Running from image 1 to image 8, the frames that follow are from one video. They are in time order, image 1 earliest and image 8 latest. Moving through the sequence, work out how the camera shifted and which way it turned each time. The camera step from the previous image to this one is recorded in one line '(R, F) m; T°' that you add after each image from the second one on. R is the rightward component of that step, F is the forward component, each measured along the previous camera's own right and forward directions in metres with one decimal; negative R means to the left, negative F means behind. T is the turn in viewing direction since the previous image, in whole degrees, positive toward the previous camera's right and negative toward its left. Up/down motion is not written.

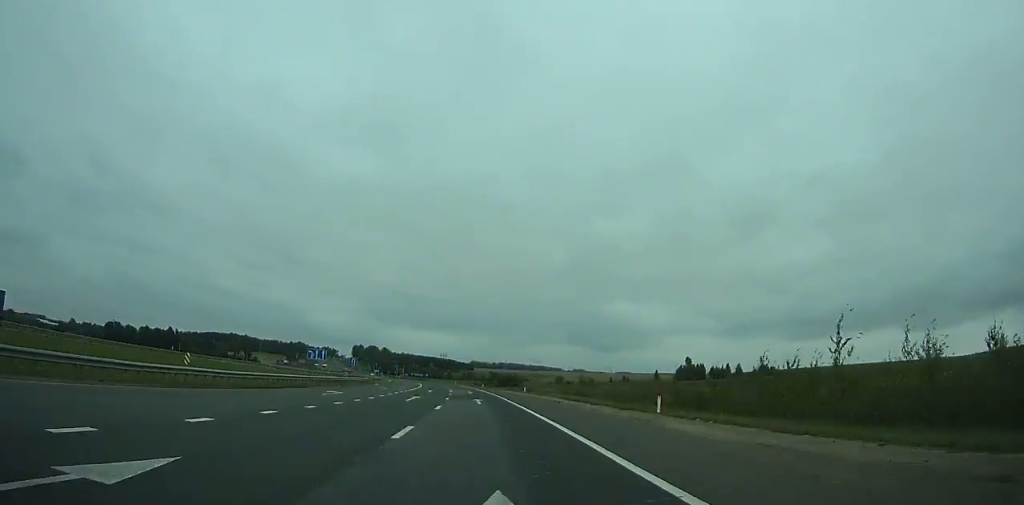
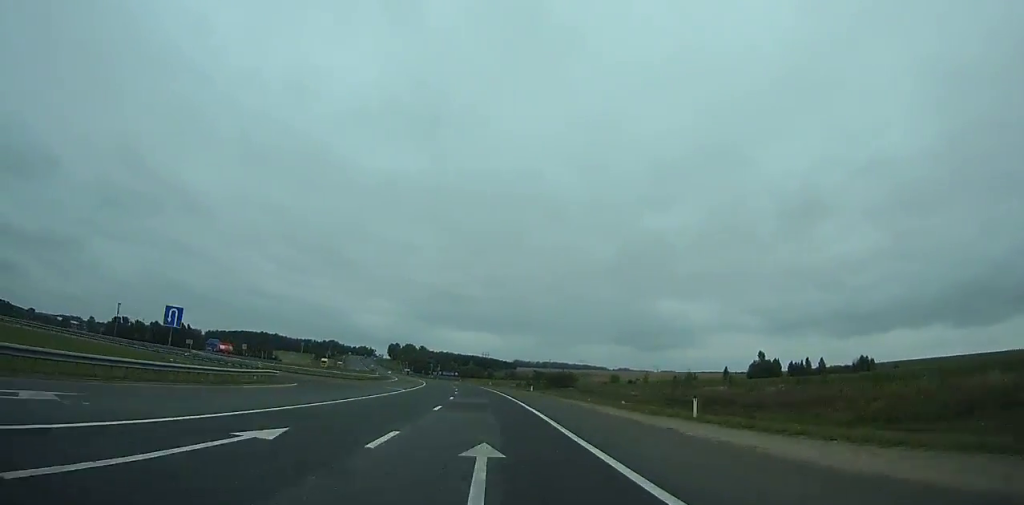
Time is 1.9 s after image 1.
(-0.8, +47.4) m; -4°
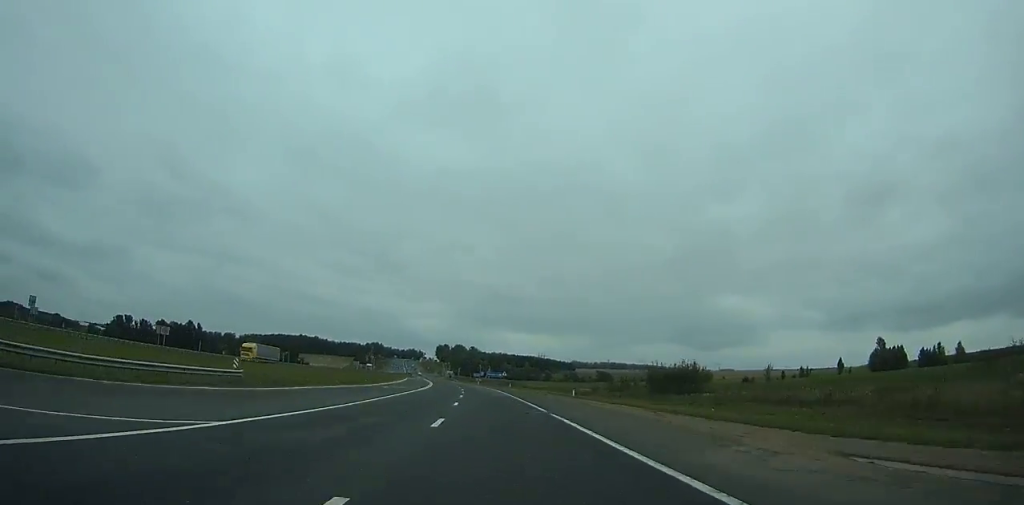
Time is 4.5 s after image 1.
(-2.7, +64.8) m; -5°
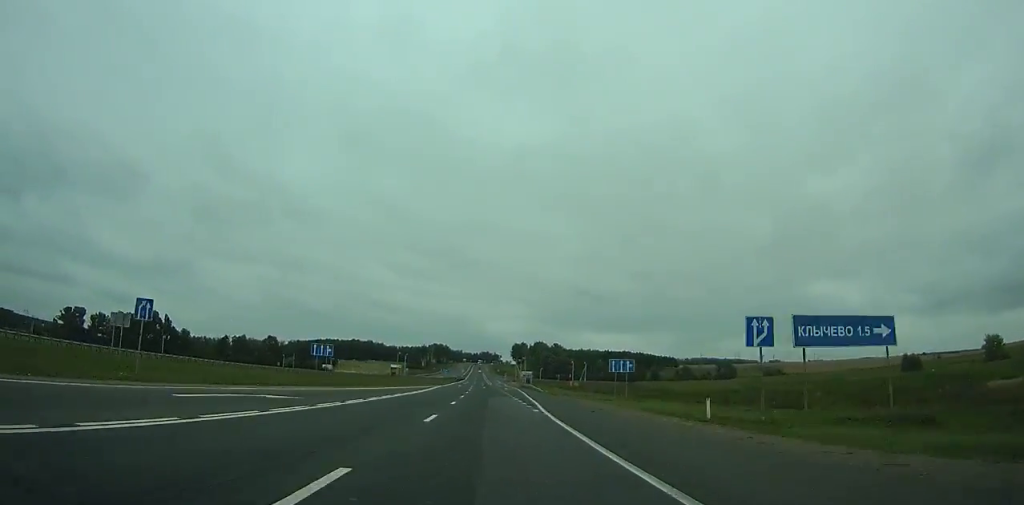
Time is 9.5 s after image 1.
(-10.8, +128.0) m; -8°
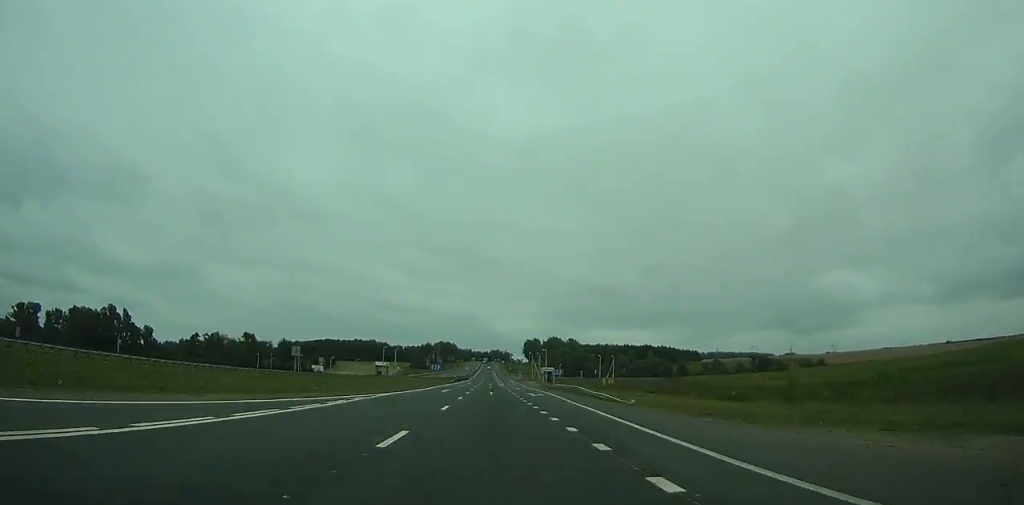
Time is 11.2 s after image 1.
(-0.8, +44.8) m; -2°
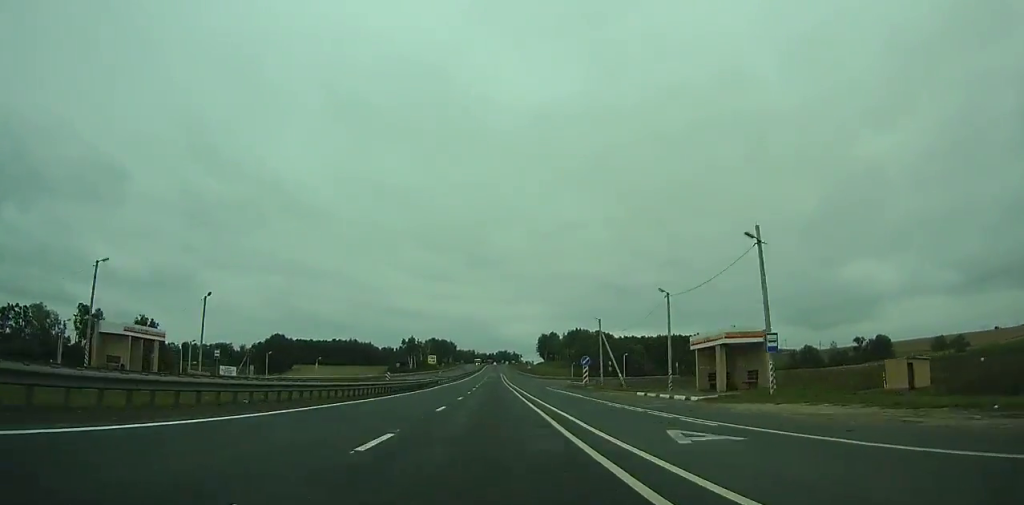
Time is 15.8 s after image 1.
(-2.0, +125.2) m; +3°
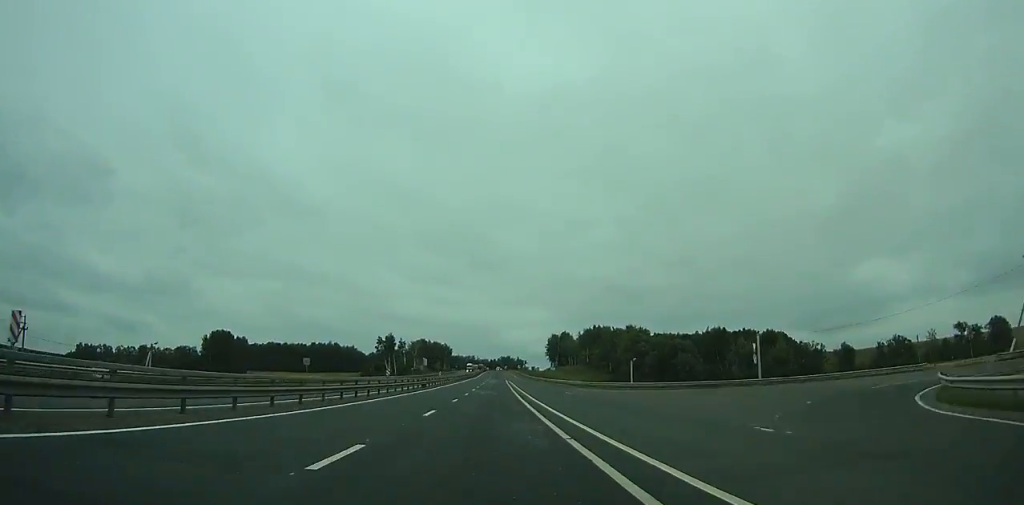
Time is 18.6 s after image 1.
(+5.2, +77.9) m; -3°
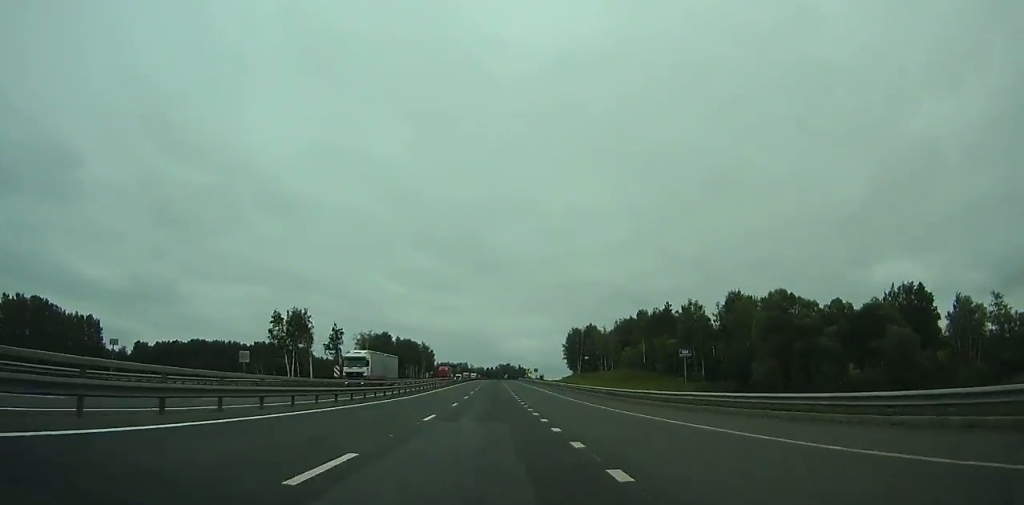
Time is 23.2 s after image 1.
(-15.2, +121.4) m; -7°
